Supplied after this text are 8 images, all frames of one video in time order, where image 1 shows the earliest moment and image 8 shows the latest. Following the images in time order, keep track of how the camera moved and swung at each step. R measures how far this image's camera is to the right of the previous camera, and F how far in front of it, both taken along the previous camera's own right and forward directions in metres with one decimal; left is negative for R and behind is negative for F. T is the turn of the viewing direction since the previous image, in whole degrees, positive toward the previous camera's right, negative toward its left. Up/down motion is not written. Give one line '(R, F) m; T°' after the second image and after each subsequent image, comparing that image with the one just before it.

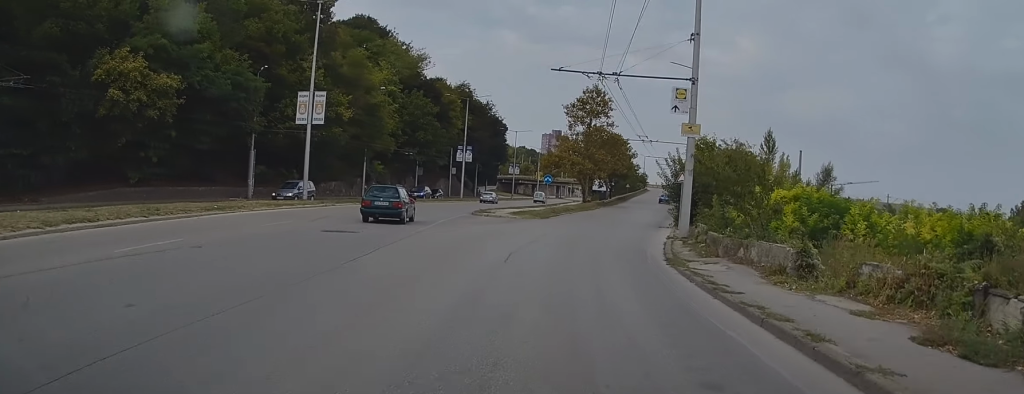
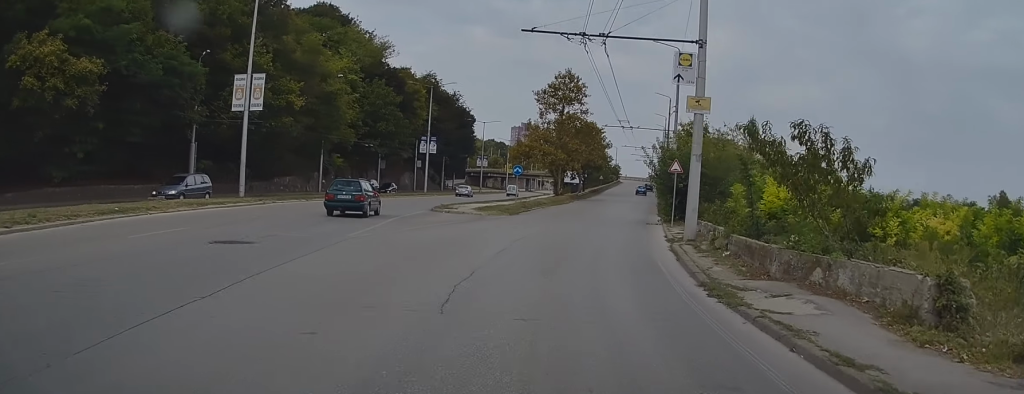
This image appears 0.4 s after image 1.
(+0.2, +5.3) m; +2°
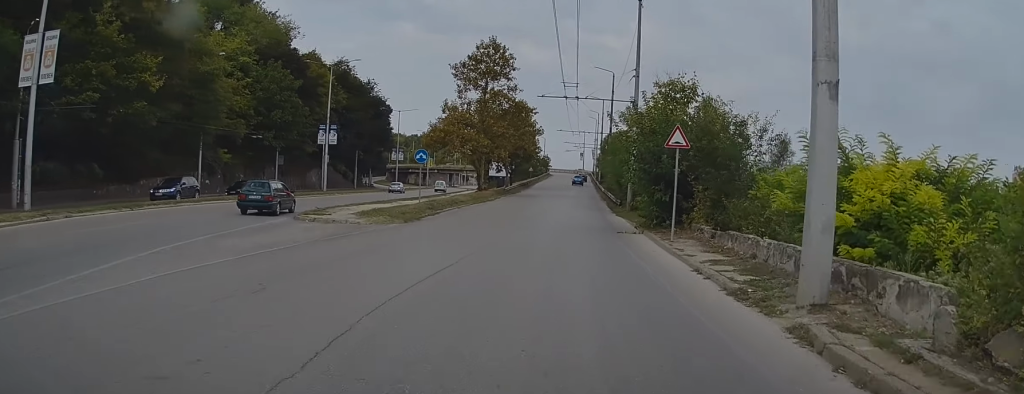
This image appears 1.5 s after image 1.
(+0.7, +12.9) m; +5°
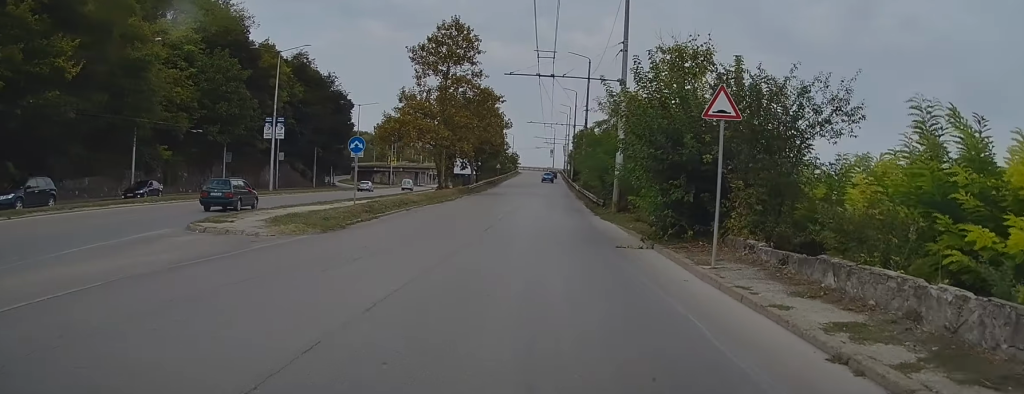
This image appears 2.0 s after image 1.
(0.0, +6.7) m; +3°
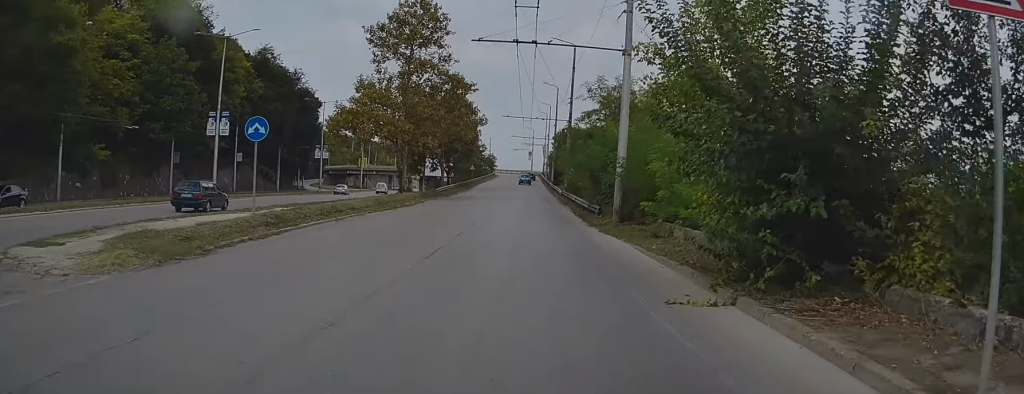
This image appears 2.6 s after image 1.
(+0.3, +7.7) m; +2°
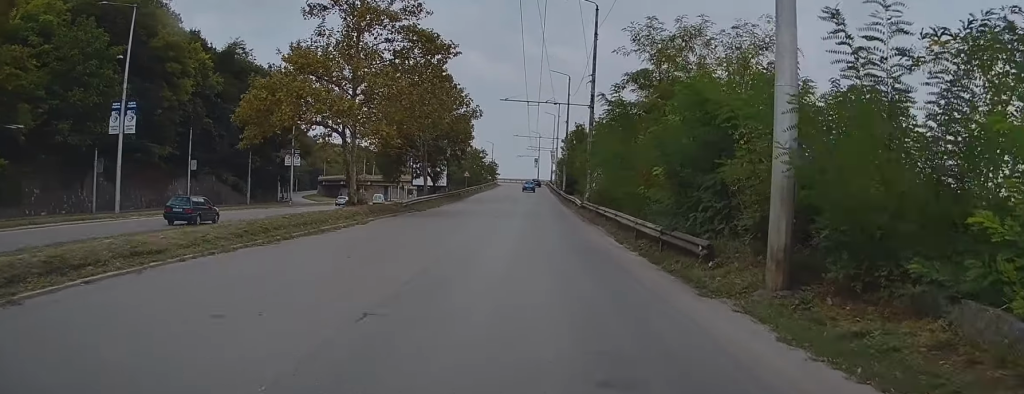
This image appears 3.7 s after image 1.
(+0.3, +14.9) m; +1°
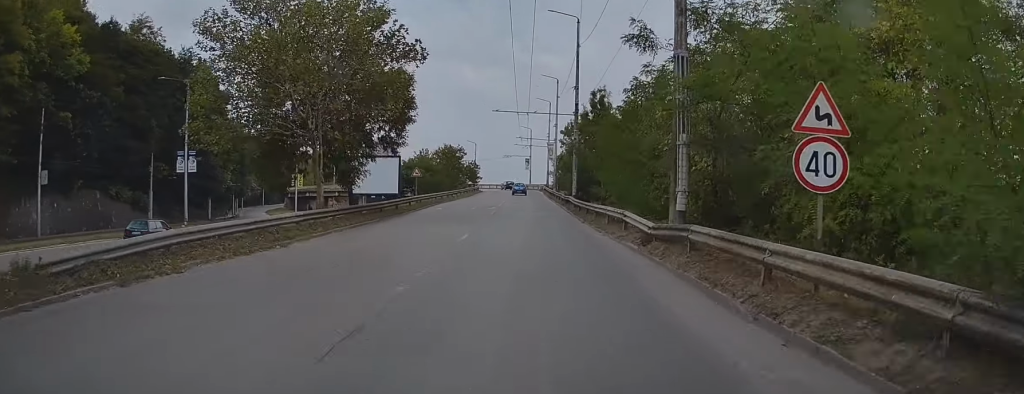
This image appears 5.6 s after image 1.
(+0.2, +25.7) m; 0°
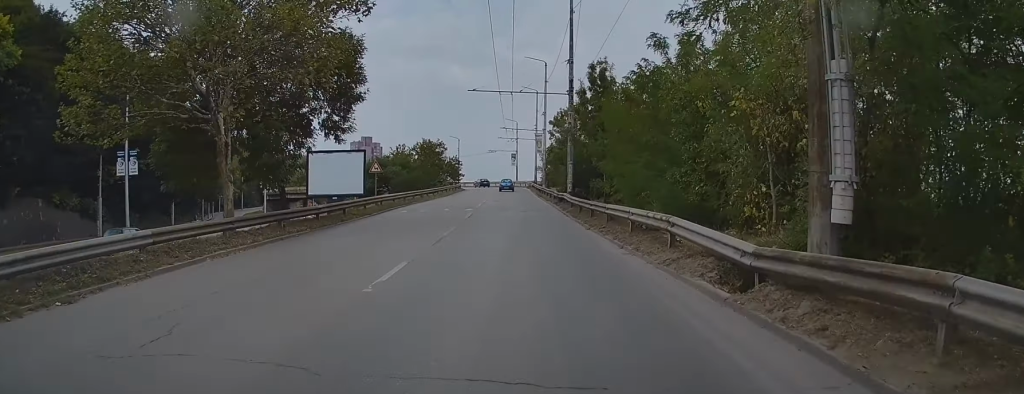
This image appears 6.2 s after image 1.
(-0.1, +7.9) m; 0°
